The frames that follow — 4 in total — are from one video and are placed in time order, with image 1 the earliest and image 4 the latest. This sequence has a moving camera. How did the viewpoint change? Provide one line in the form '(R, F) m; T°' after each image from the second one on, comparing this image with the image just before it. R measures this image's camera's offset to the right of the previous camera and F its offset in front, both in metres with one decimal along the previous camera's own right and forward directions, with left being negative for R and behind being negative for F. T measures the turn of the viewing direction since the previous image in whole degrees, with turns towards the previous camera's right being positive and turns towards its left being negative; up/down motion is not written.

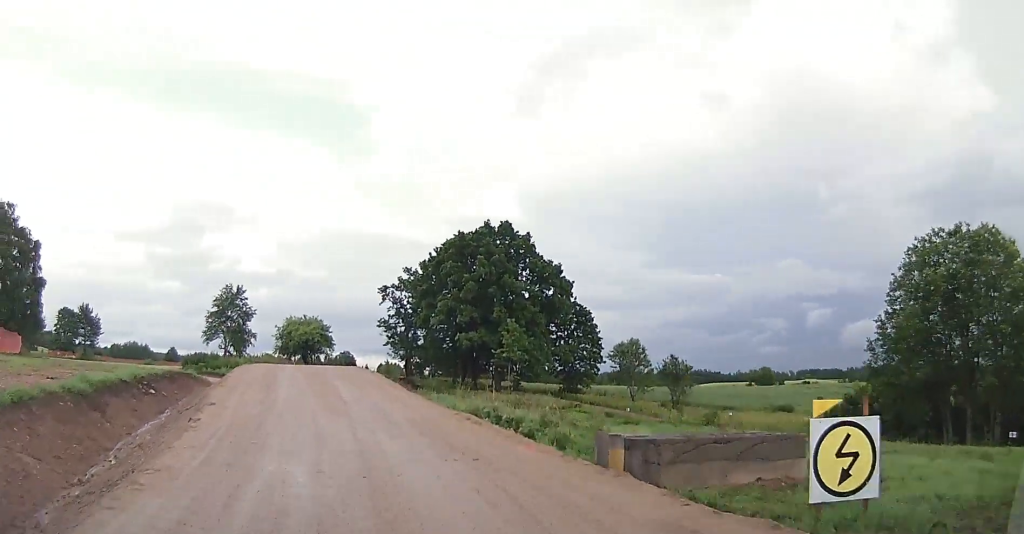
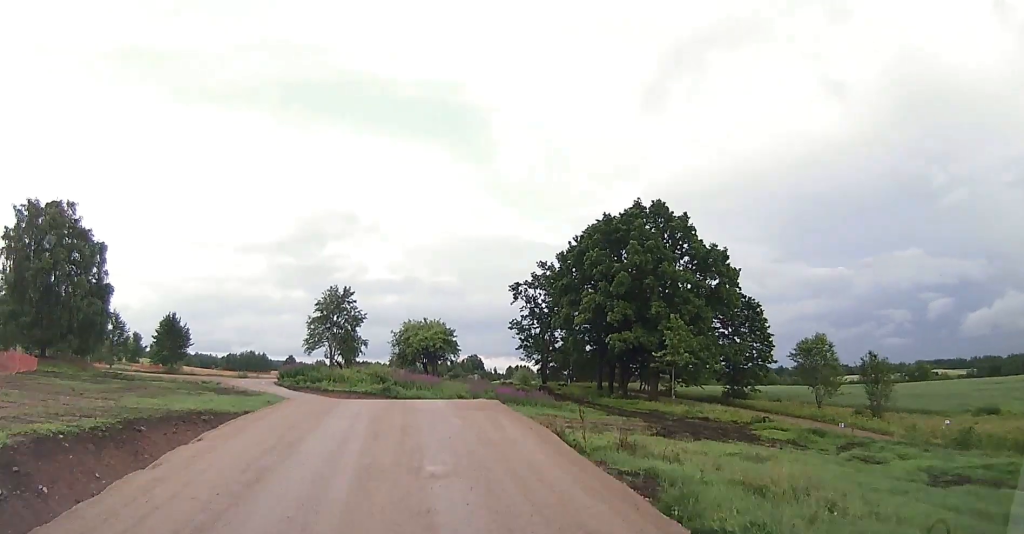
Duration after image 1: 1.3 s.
(-1.5, +12.8) m; -8°
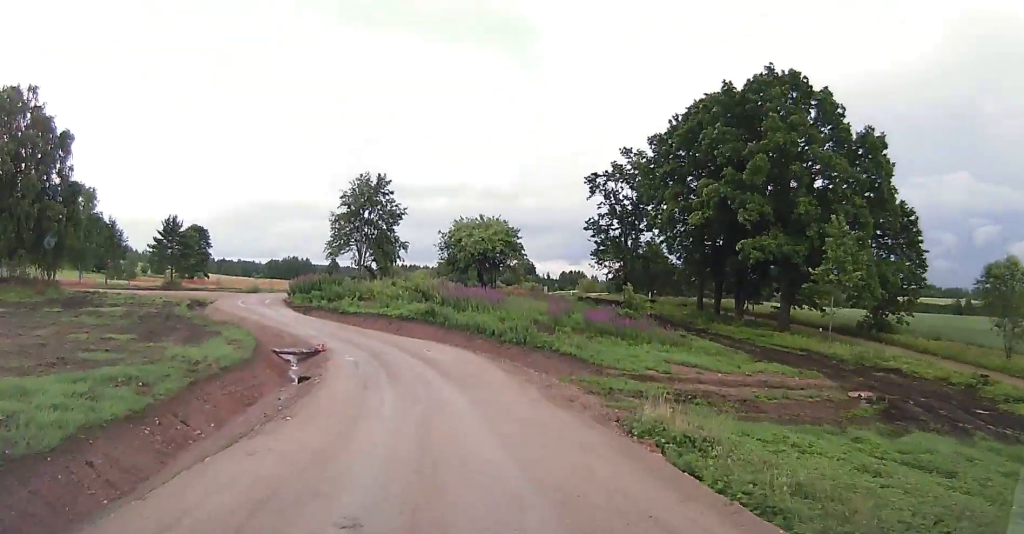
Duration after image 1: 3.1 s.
(-0.4, +18.2) m; -5°
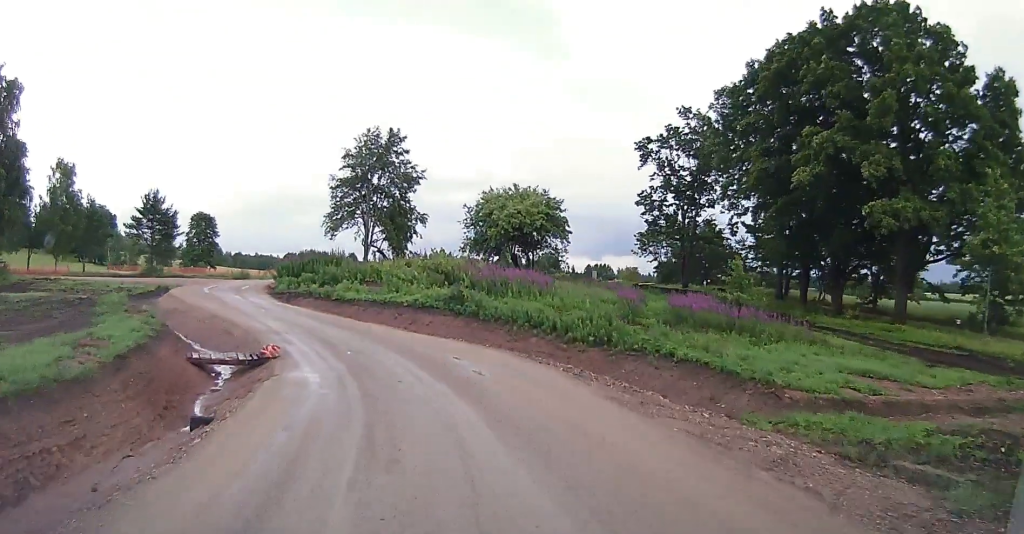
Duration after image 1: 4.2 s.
(-0.6, +12.2) m; -4°
